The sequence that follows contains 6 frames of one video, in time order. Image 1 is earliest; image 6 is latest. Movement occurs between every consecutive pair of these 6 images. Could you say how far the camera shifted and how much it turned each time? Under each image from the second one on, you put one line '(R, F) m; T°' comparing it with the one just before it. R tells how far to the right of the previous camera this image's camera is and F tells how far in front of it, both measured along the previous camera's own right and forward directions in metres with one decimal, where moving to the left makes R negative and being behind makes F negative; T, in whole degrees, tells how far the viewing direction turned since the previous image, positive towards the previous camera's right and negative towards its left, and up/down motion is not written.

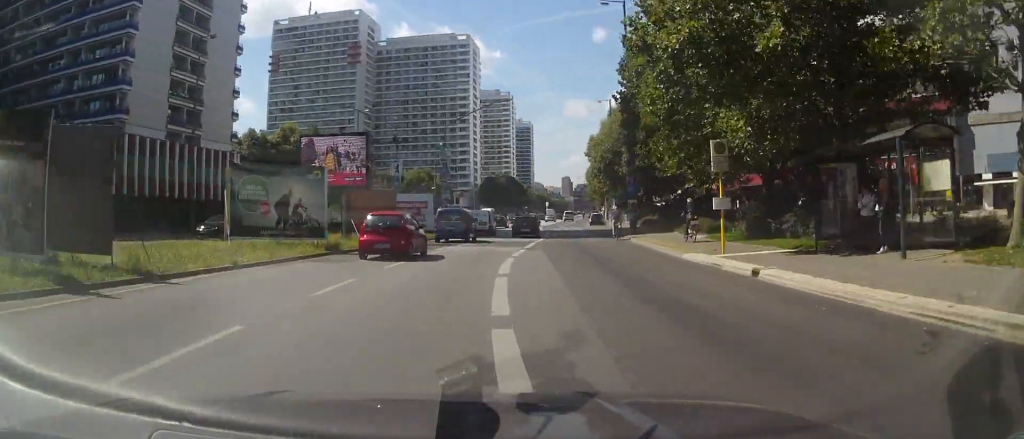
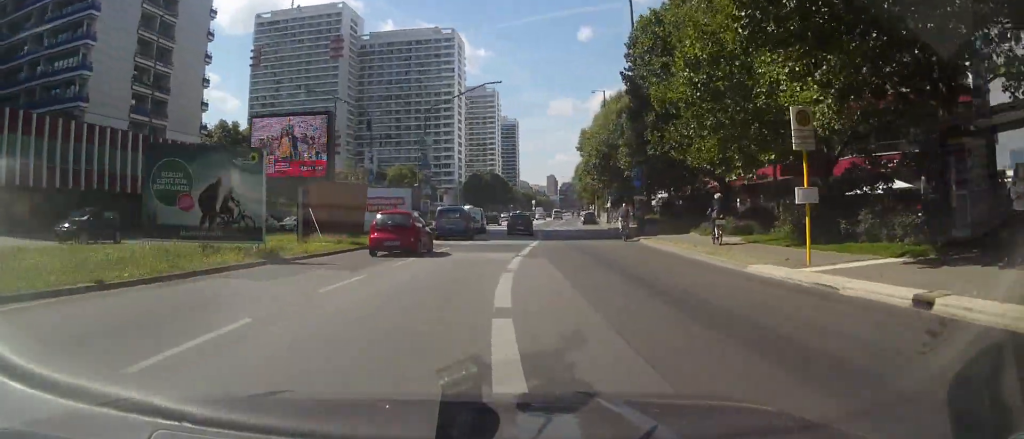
(0.0, +5.5) m; +1°
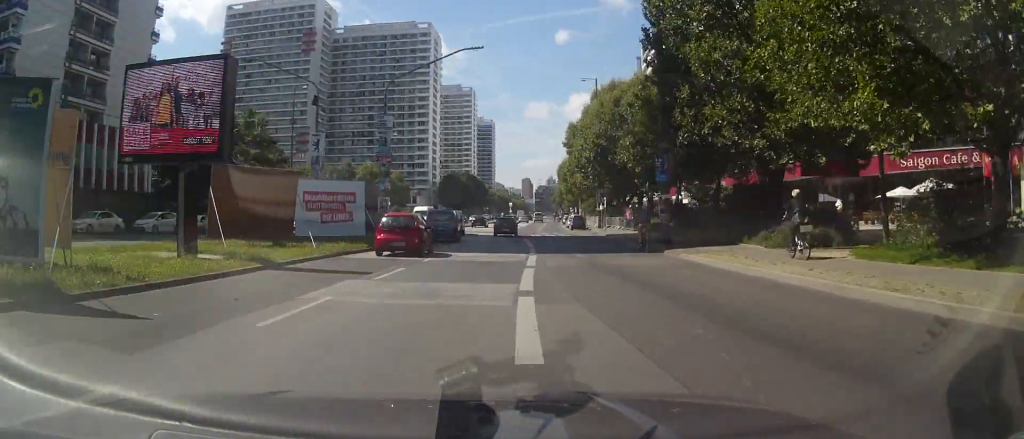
(+0.2, +9.2) m; +1°
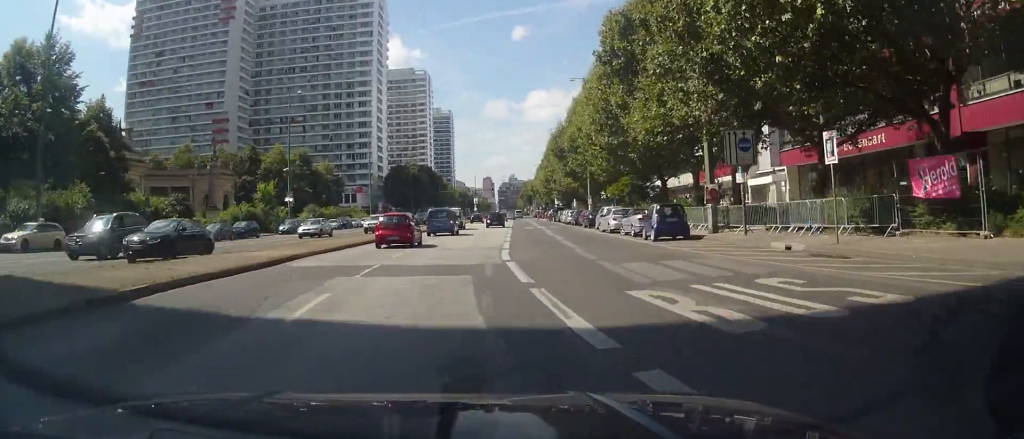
(+1.6, +40.8) m; +4°
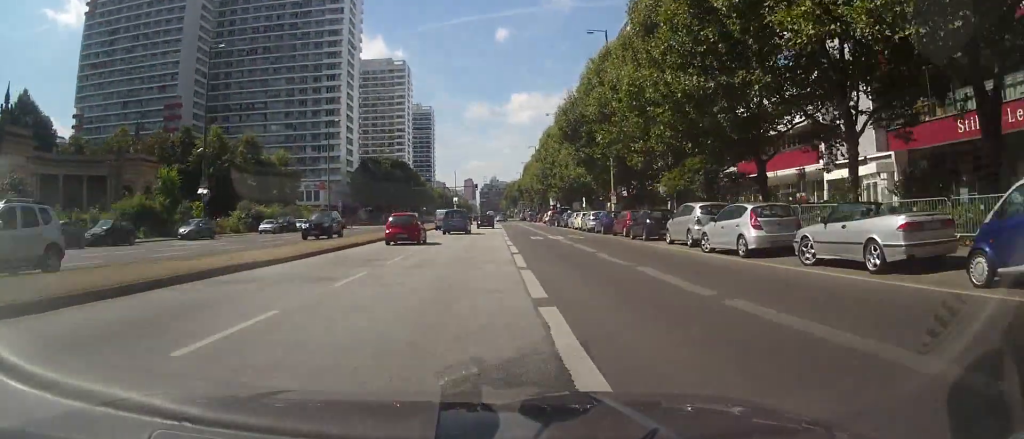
(+0.1, +20.3) m; +1°
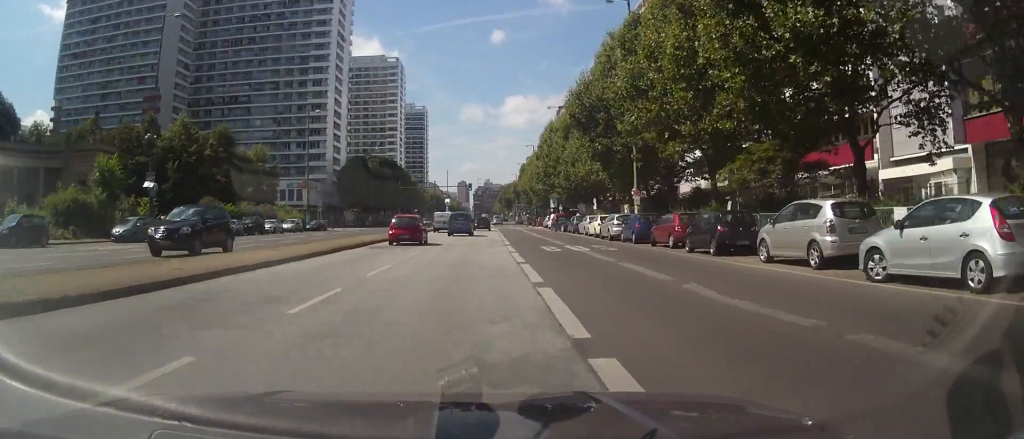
(-0.1, +9.1) m; +2°
